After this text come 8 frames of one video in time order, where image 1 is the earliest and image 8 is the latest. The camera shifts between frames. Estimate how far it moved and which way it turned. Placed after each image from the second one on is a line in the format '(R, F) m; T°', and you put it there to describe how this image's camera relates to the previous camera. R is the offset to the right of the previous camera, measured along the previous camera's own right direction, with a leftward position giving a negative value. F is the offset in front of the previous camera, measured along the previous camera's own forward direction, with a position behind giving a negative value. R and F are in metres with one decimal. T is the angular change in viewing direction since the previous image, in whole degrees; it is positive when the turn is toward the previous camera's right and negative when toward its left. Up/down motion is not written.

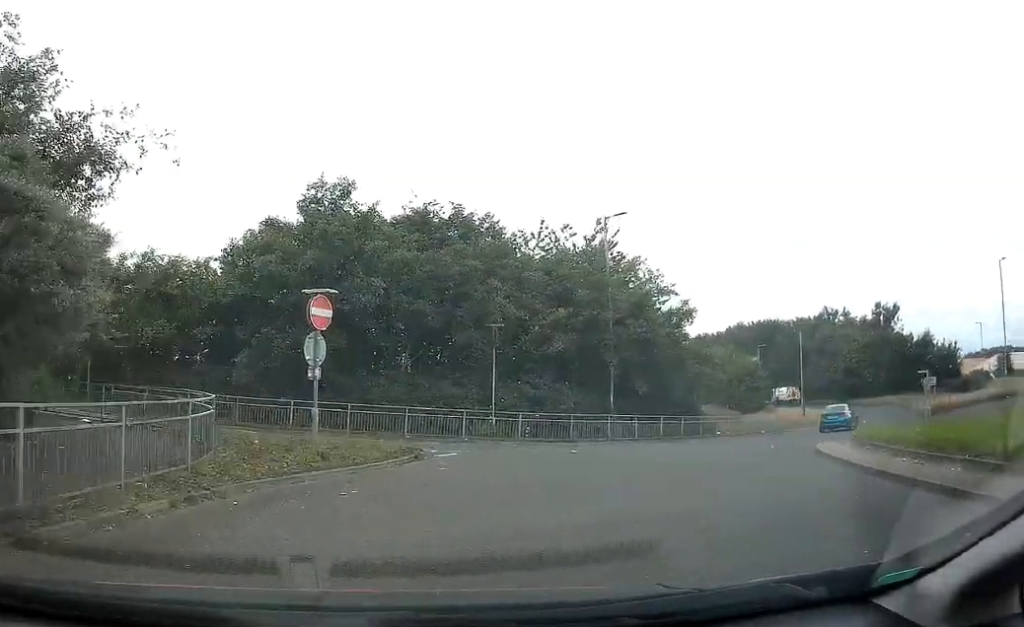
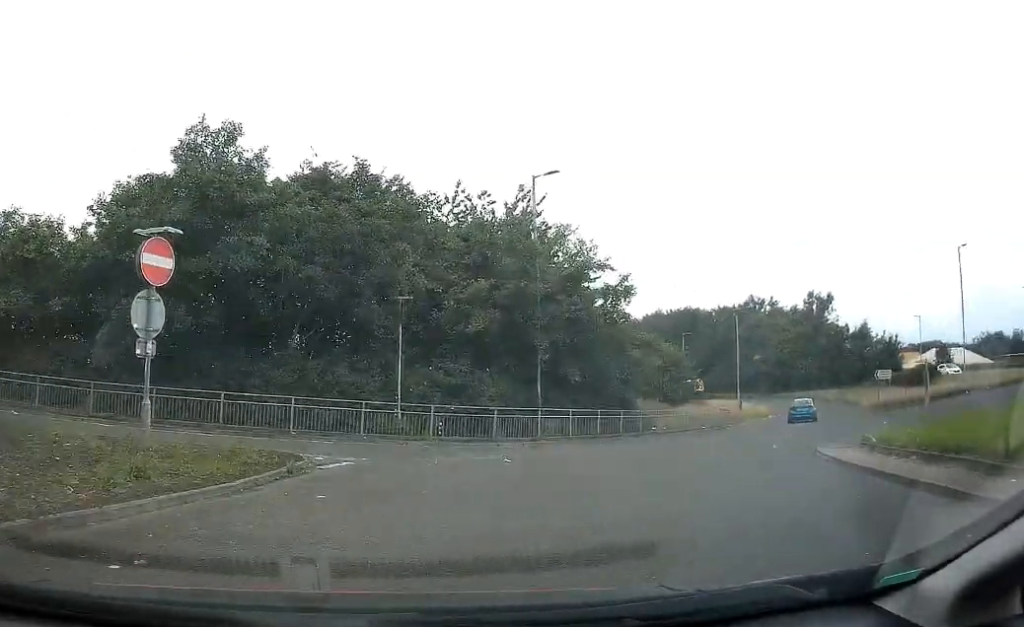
(+0.3, +4.2) m; +3°
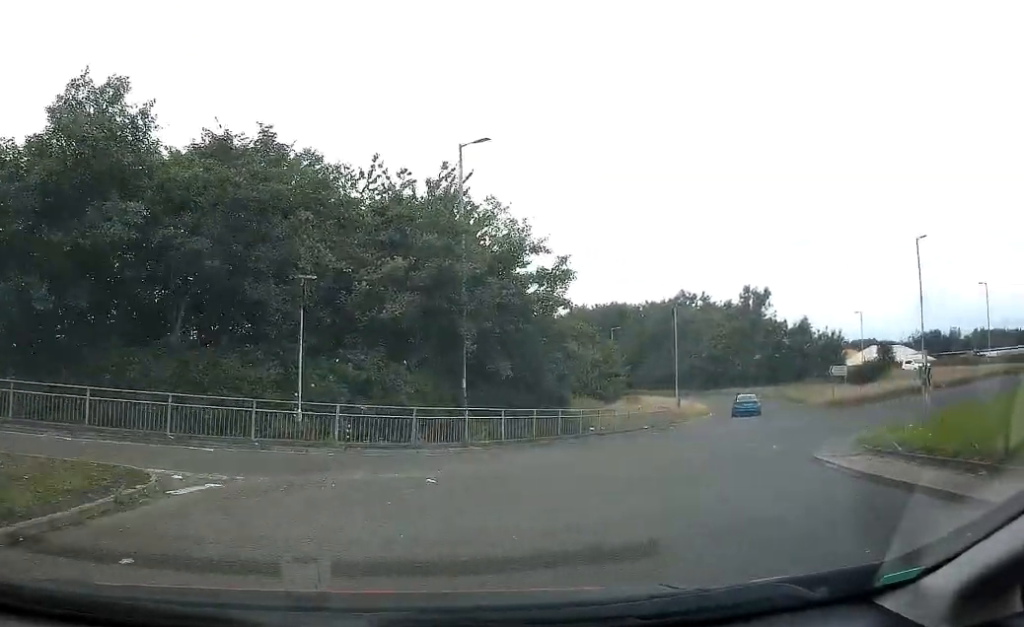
(+0.1, +3.4) m; +4°
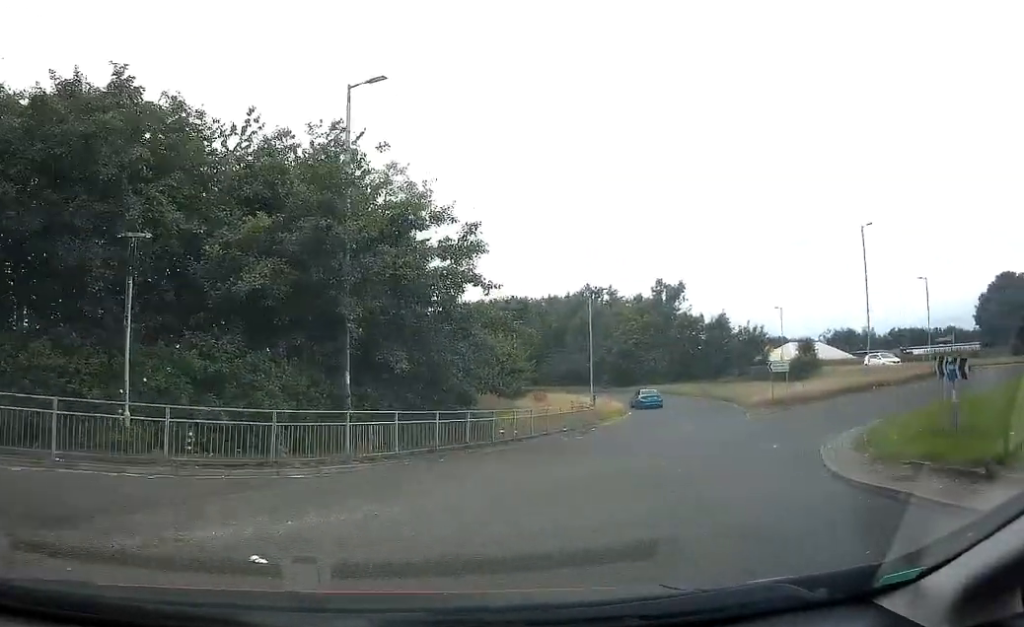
(-0.1, +4.6) m; +9°
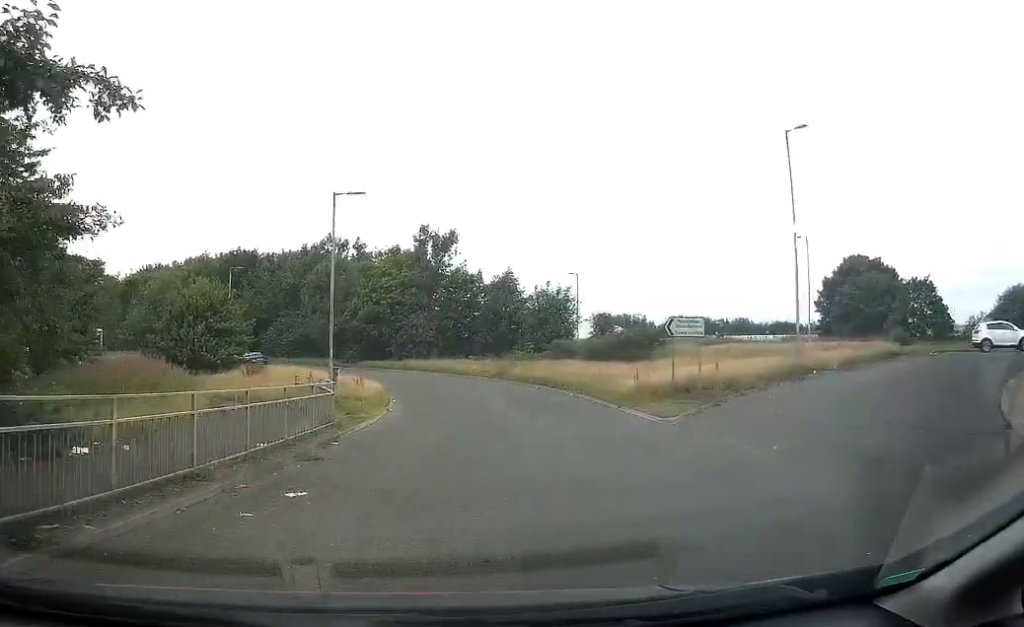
(+5.0, +15.4) m; +26°
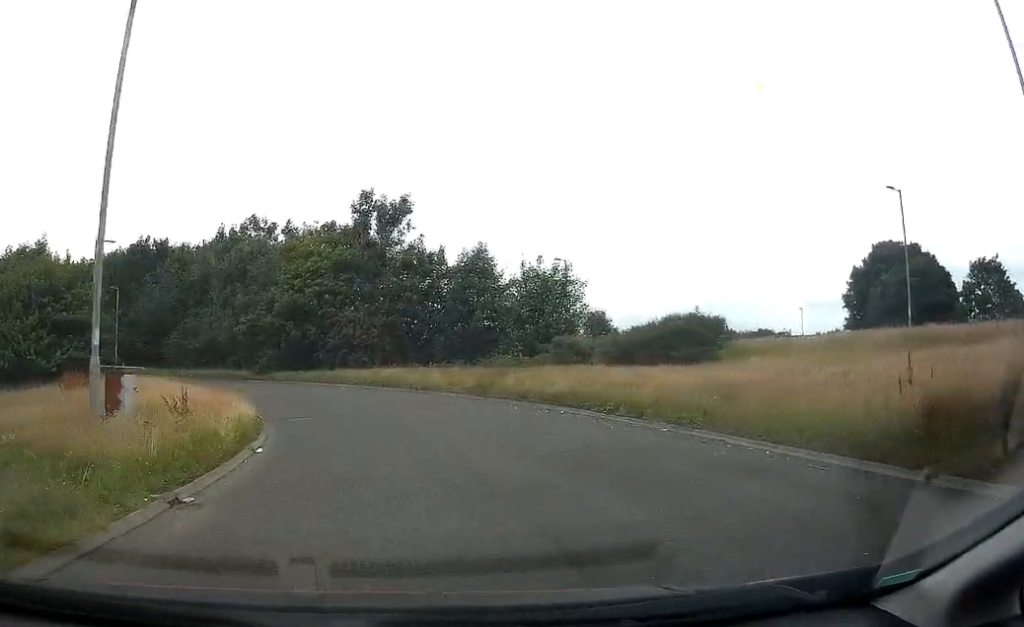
(+0.2, +18.4) m; -5°
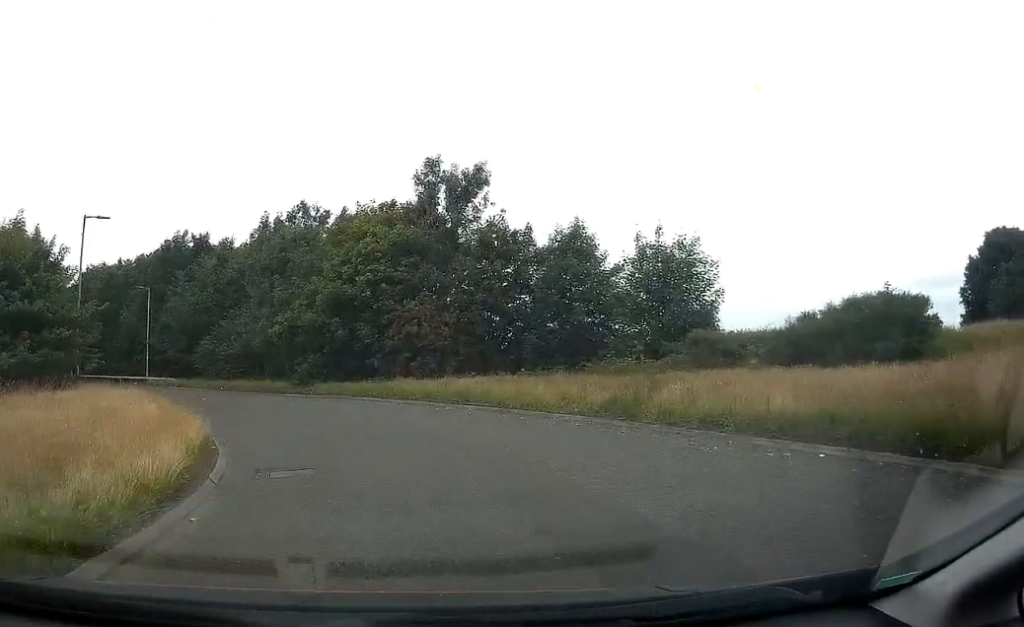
(-1.0, +10.1) m; -6°
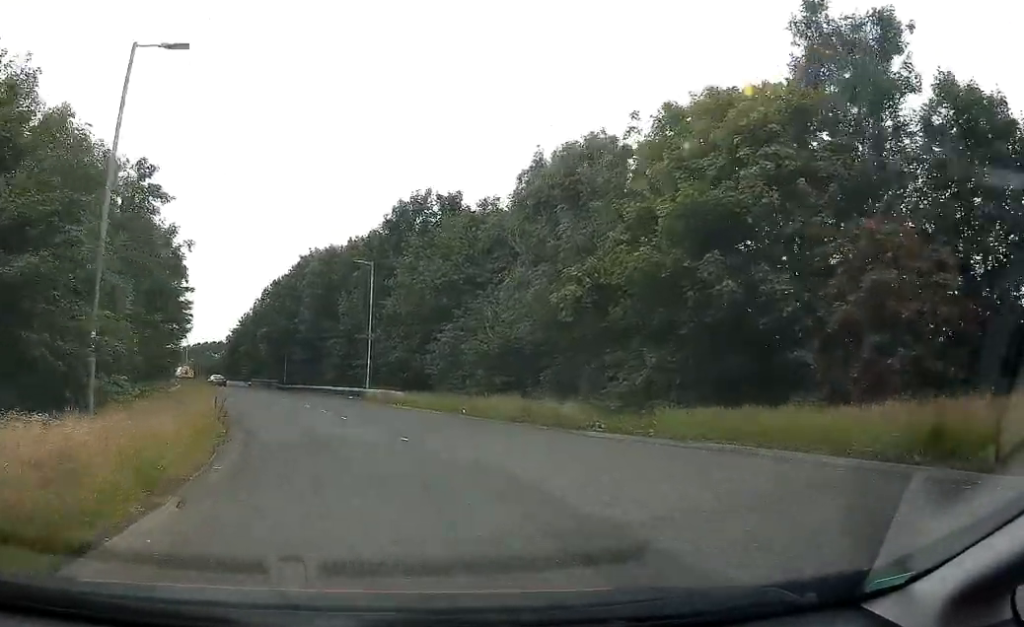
(-2.3, +20.5) m; -15°
